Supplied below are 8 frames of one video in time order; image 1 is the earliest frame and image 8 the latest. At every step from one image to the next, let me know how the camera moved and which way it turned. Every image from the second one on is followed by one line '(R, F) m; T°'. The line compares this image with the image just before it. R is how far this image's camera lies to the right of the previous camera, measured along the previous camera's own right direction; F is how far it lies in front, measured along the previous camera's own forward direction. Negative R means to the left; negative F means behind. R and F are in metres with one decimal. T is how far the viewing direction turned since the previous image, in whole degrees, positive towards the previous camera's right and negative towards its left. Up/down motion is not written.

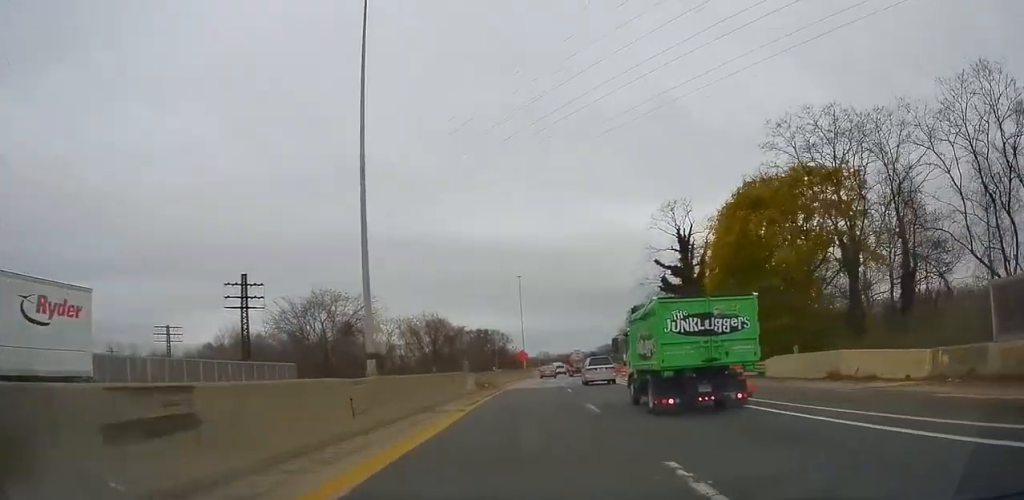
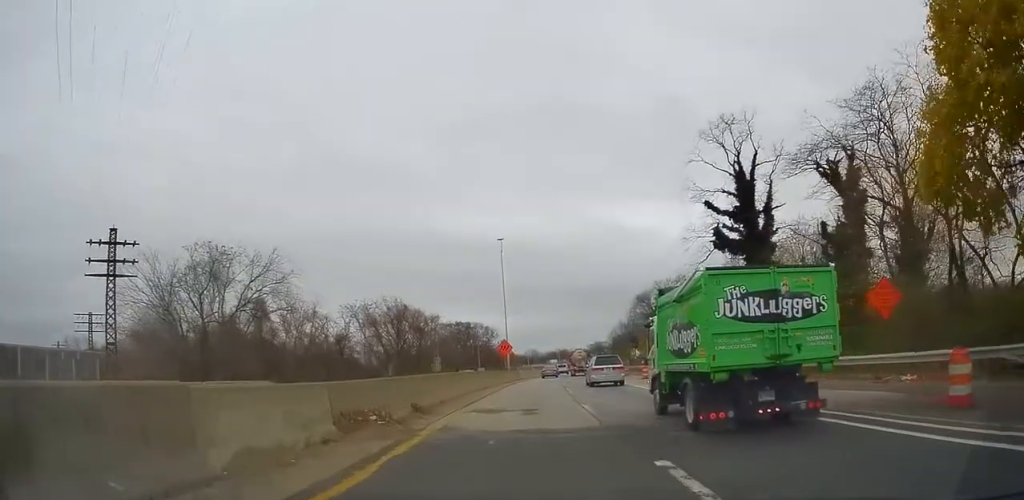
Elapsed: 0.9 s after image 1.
(0.0, +24.1) m; +1°
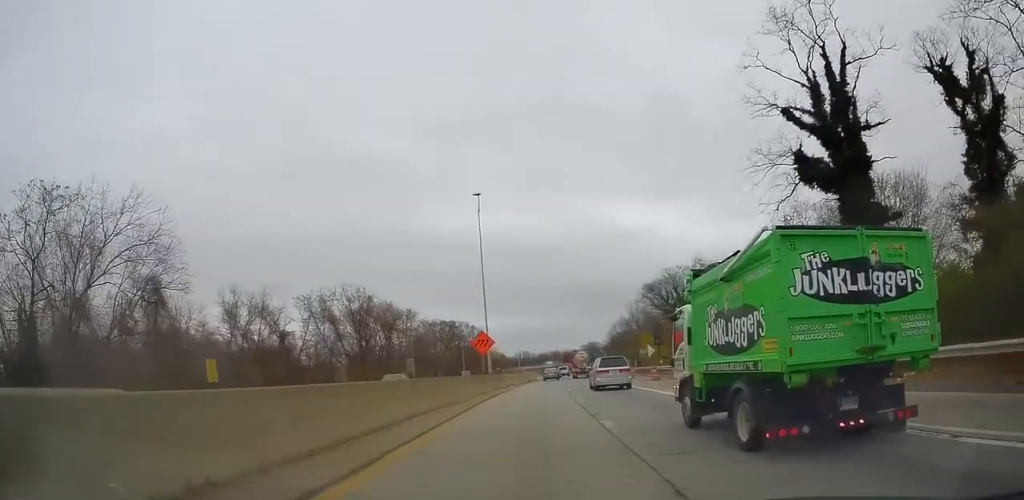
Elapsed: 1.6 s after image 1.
(+0.3, +17.2) m; +1°
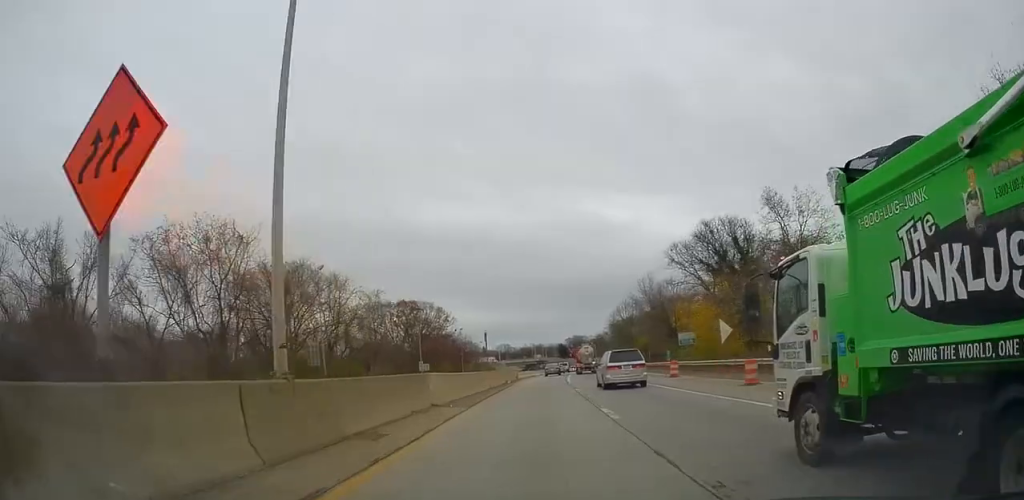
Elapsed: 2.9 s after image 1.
(+0.3, +35.2) m; +2°
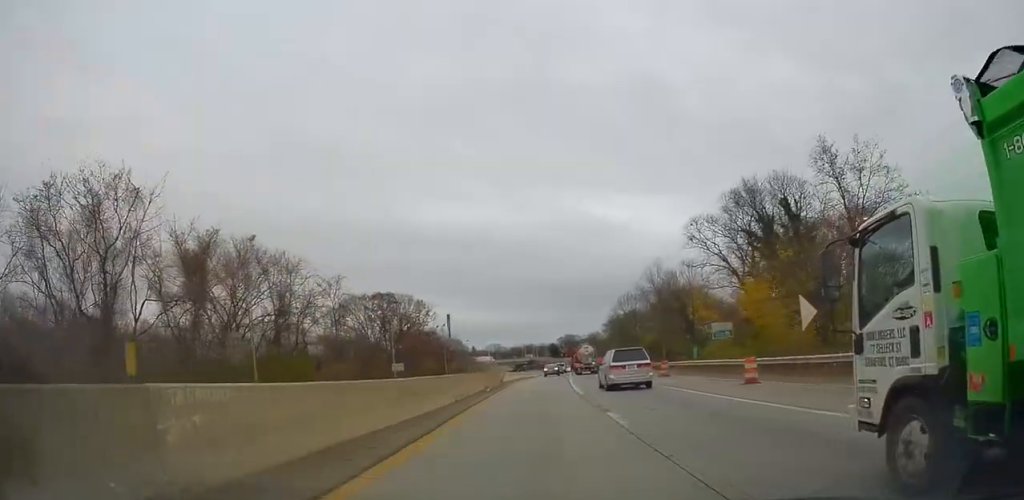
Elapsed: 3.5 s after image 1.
(+0.3, +14.3) m; +1°
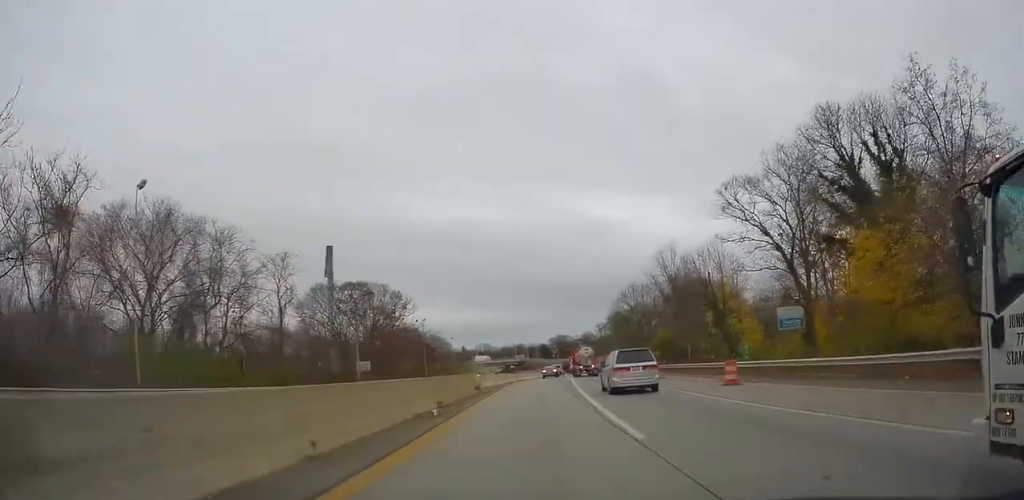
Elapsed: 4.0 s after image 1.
(+0.1, +14.6) m; 0°
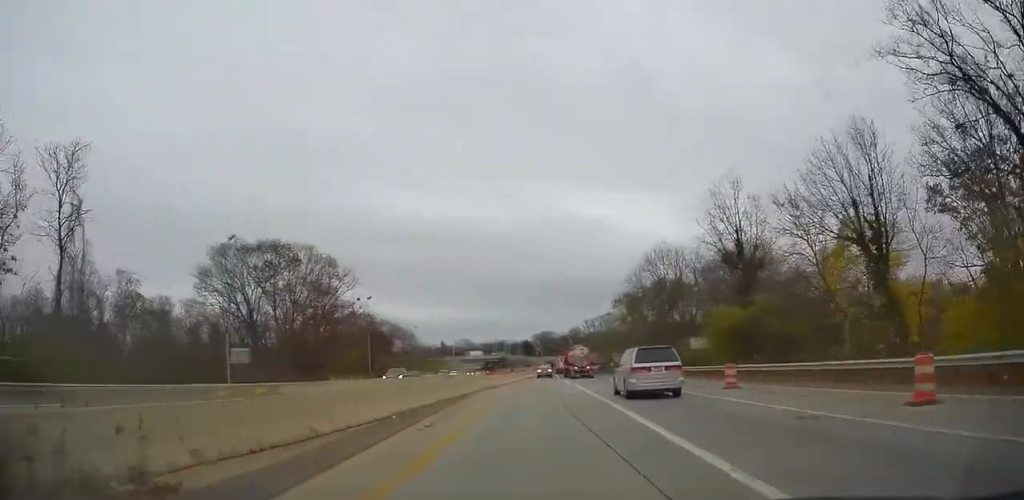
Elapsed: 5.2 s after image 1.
(0.0, +30.7) m; +1°
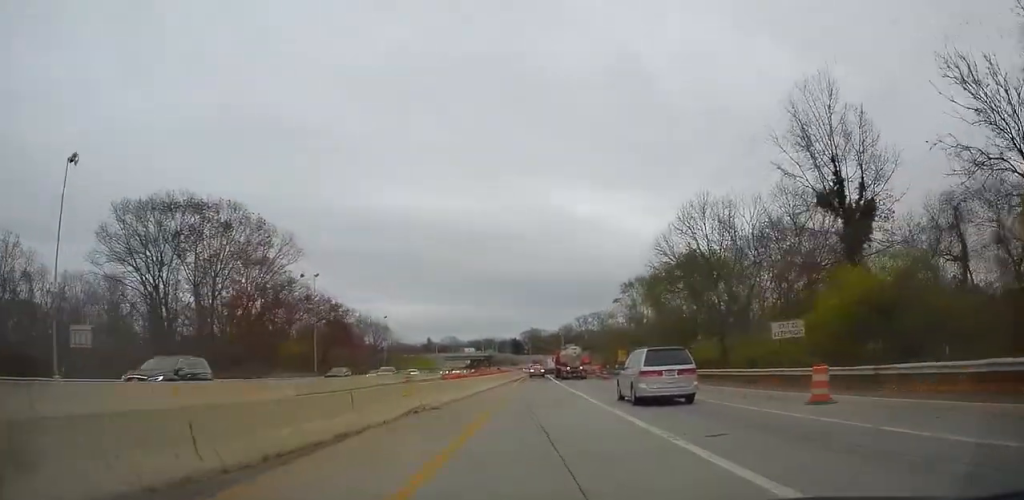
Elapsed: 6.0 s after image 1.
(0.0, +19.1) m; +2°
